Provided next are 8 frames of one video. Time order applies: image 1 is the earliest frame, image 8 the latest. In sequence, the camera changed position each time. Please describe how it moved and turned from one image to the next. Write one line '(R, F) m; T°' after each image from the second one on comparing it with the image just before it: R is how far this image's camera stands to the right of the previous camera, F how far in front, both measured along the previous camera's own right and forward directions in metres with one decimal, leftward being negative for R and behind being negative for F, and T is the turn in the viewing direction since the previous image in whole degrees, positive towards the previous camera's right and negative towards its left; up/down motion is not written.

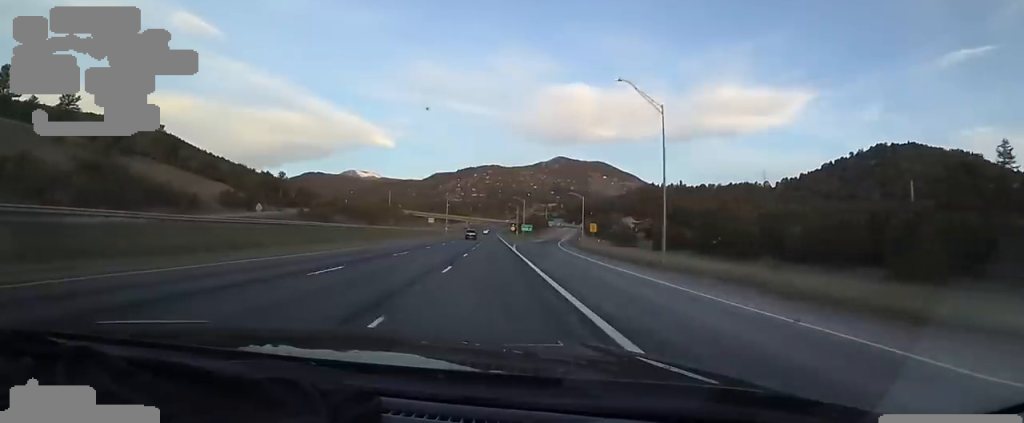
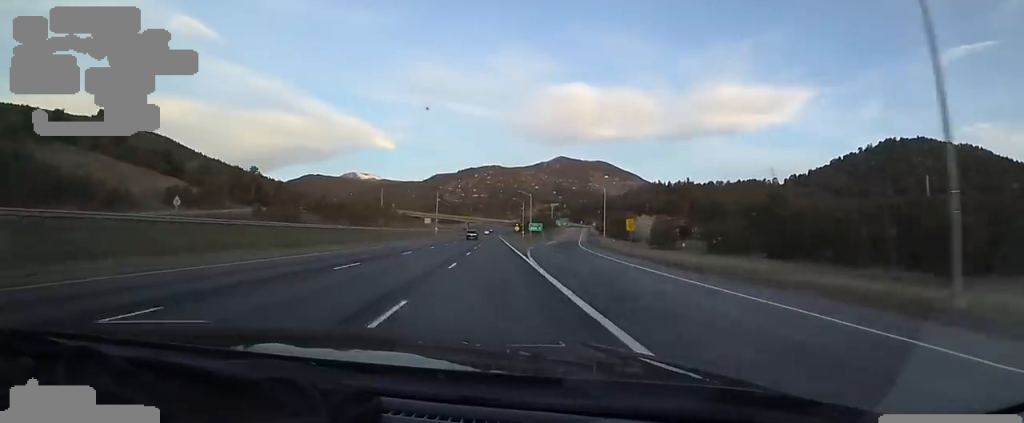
(+0.3, +22.0) m; +2°
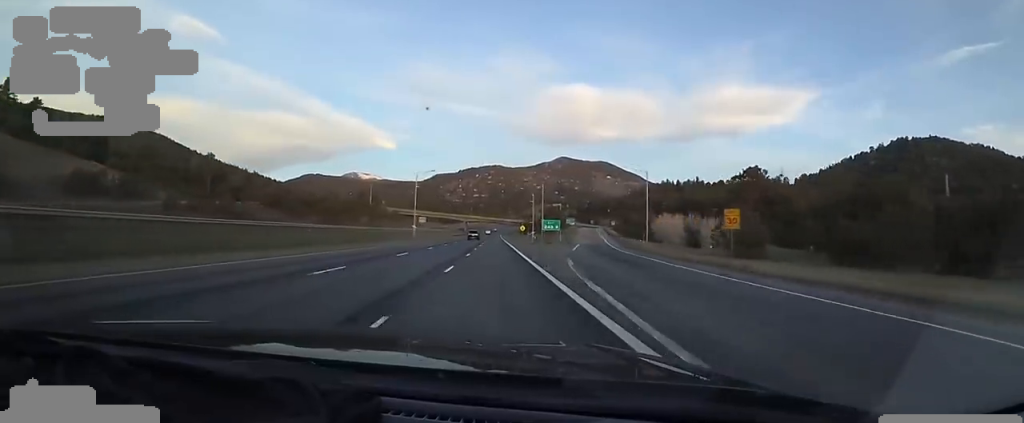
(+0.5, +26.8) m; -1°
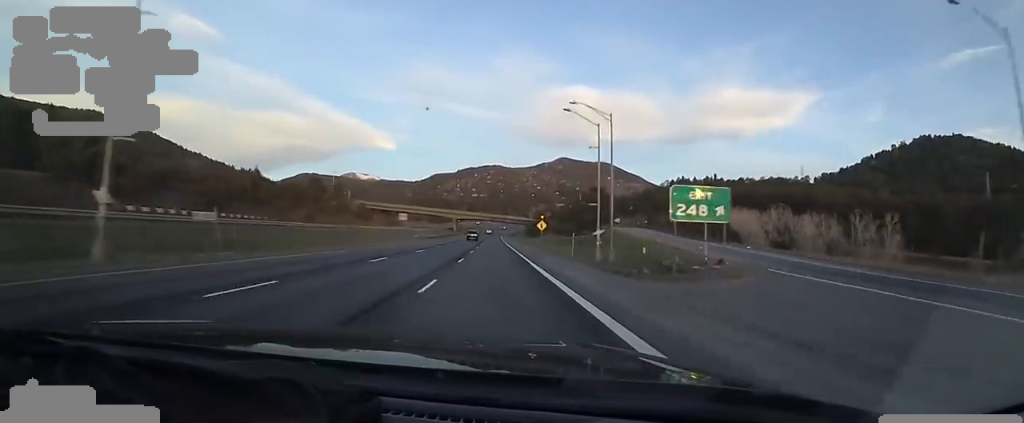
(-1.4, +55.3) m; 0°
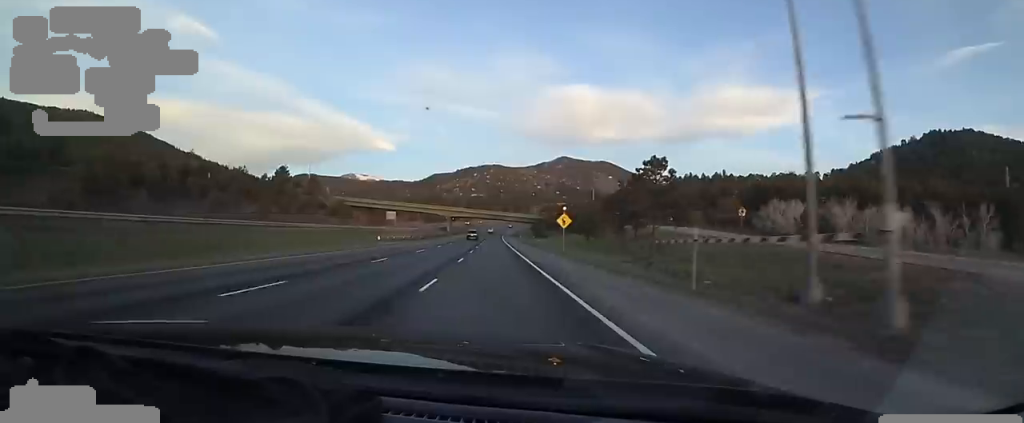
(+0.7, +24.0) m; +2°
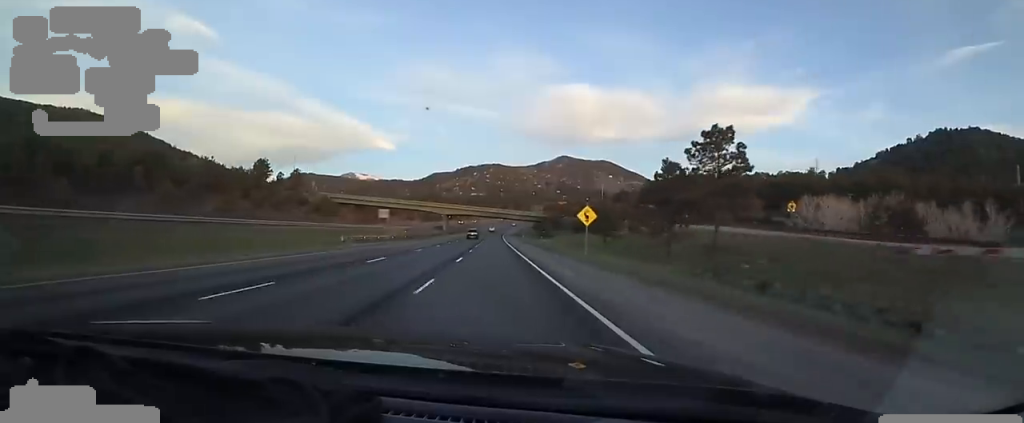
(0.0, +12.4) m; 0°
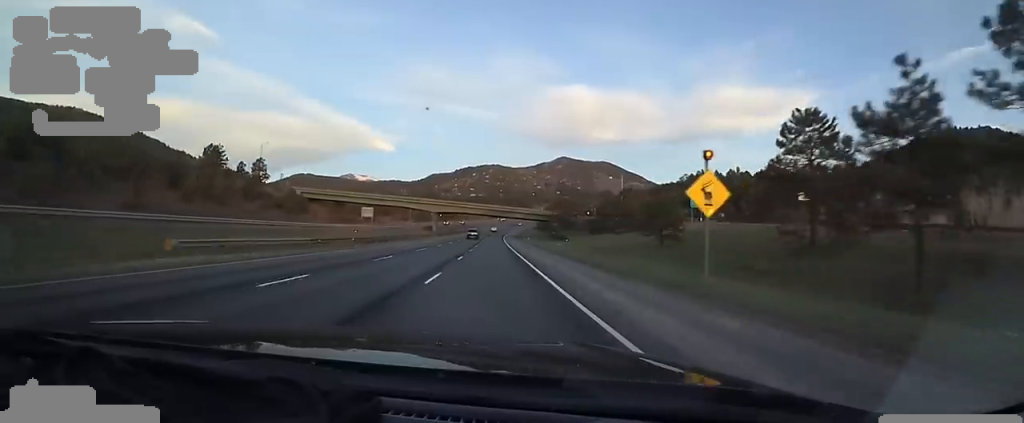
(0.0, +21.8) m; -1°
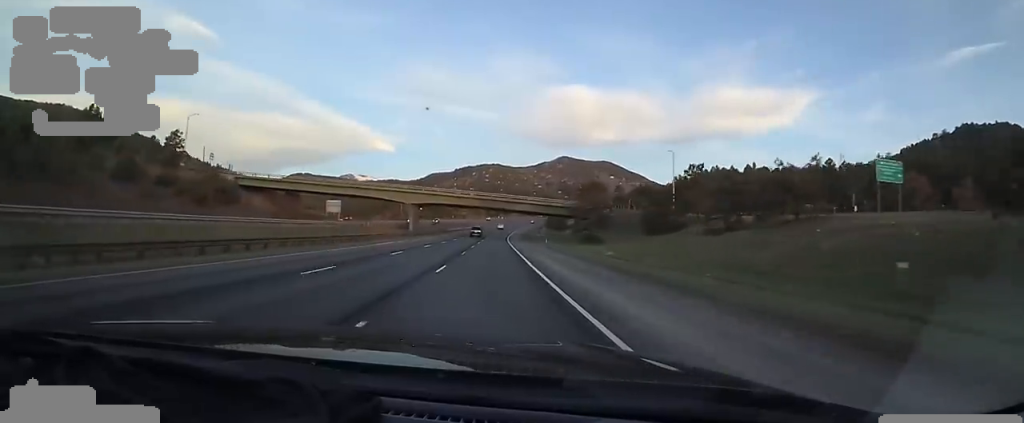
(-0.5, +33.8) m; -1°
